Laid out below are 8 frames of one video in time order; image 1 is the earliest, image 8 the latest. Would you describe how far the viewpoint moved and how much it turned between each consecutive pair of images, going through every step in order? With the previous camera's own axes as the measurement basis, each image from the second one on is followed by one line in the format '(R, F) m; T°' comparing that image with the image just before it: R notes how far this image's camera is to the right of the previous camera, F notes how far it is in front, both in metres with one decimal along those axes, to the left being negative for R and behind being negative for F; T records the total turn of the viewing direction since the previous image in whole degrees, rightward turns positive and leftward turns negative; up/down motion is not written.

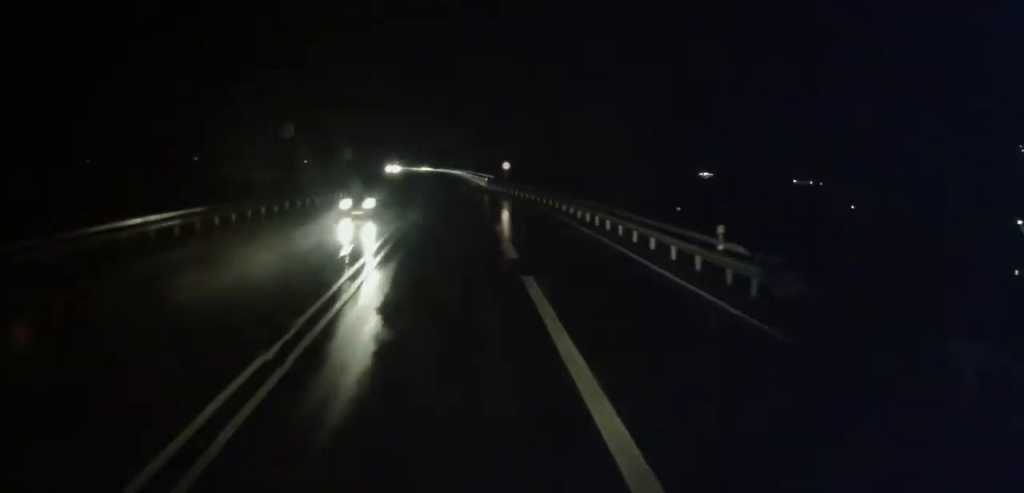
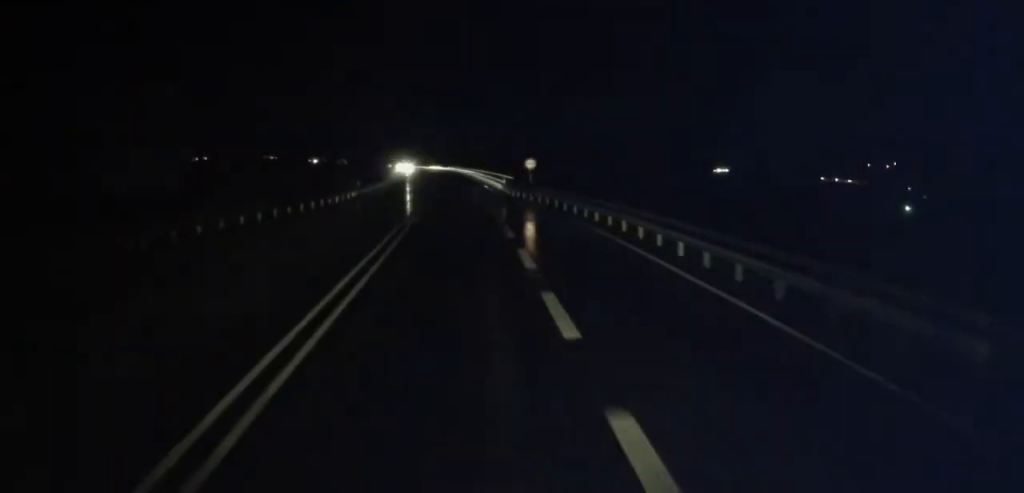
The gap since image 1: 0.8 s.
(-0.2, +14.2) m; -1°
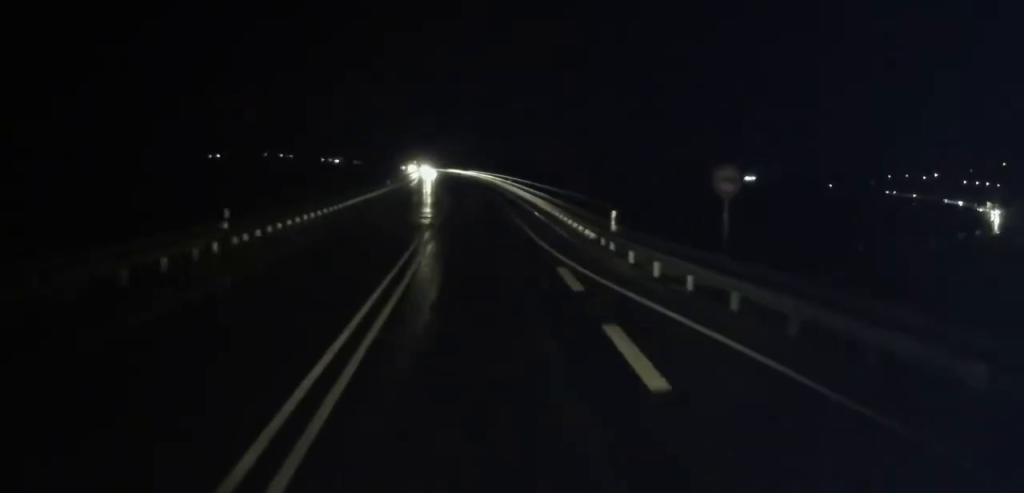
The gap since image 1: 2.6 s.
(-0.1, +31.9) m; 0°
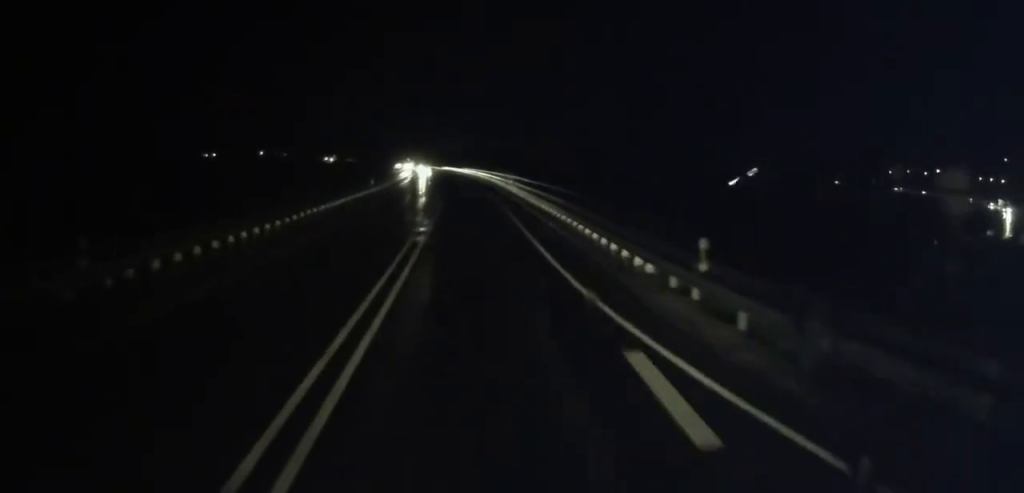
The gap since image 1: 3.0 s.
(0.0, +7.6) m; -1°
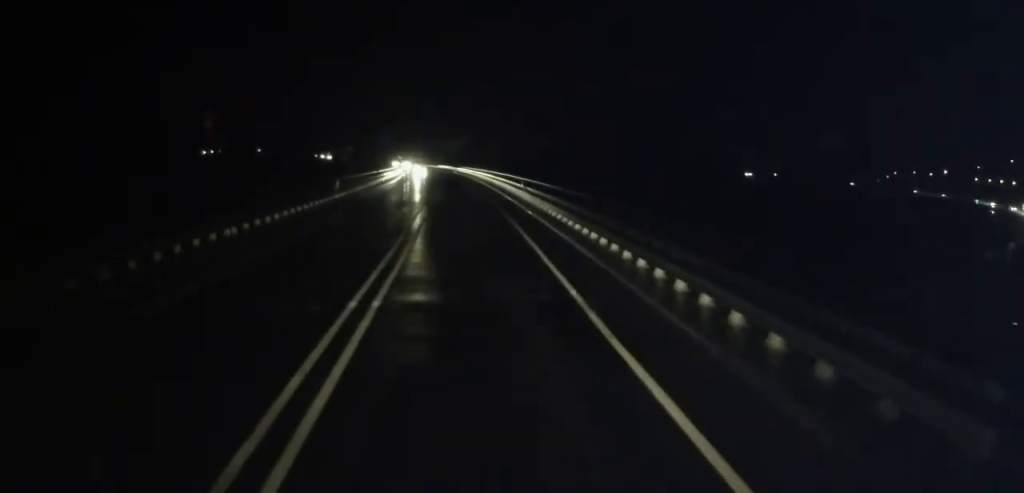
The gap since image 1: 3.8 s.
(-0.1, +12.9) m; -1°
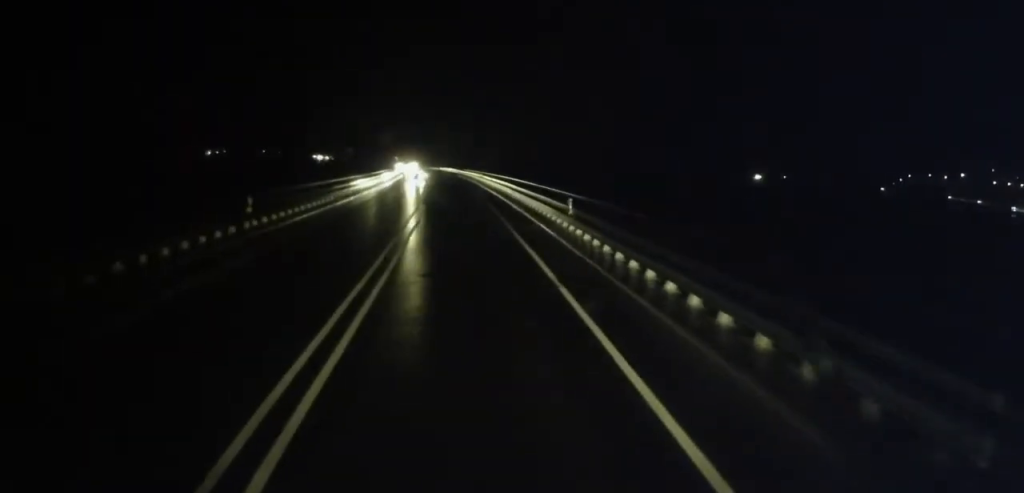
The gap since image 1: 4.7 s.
(-0.2, +17.1) m; 0°
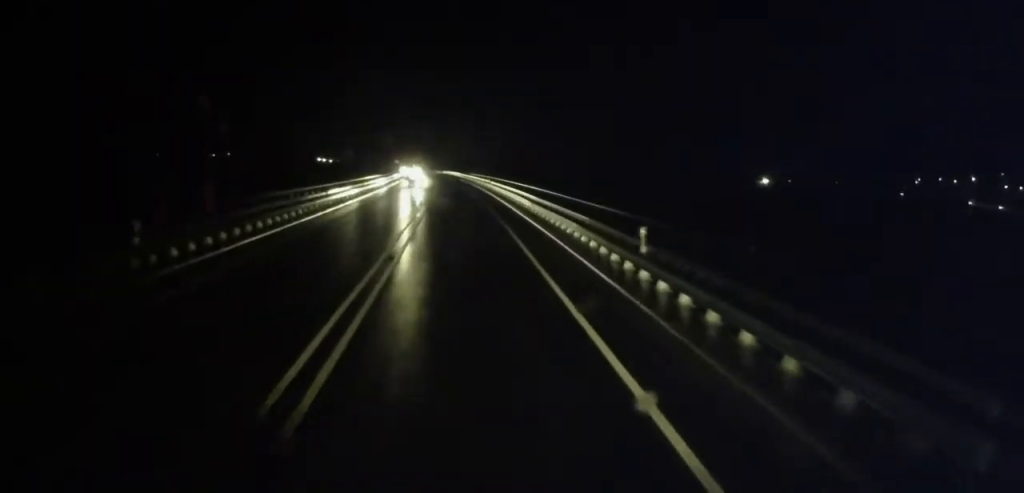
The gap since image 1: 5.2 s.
(+0.3, +8.9) m; 0°
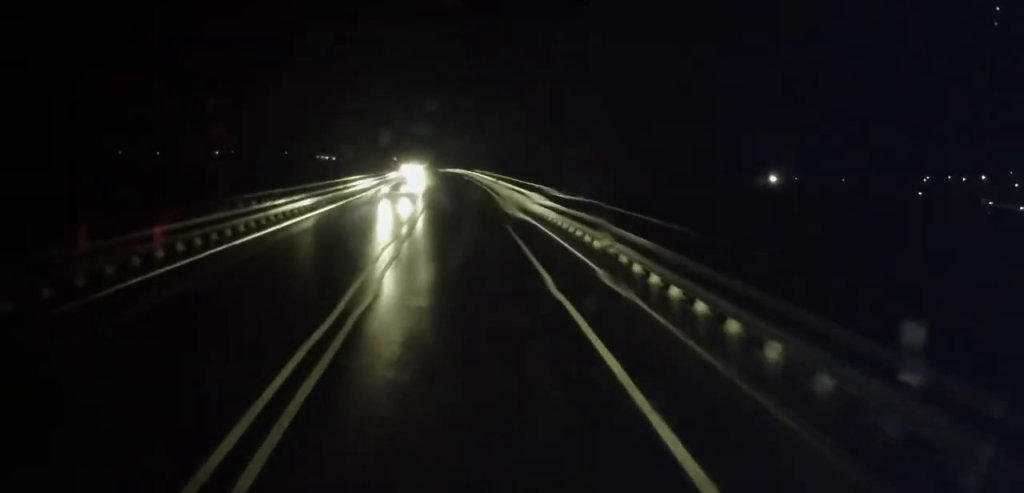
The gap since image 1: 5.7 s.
(-0.1, +8.9) m; -1°
